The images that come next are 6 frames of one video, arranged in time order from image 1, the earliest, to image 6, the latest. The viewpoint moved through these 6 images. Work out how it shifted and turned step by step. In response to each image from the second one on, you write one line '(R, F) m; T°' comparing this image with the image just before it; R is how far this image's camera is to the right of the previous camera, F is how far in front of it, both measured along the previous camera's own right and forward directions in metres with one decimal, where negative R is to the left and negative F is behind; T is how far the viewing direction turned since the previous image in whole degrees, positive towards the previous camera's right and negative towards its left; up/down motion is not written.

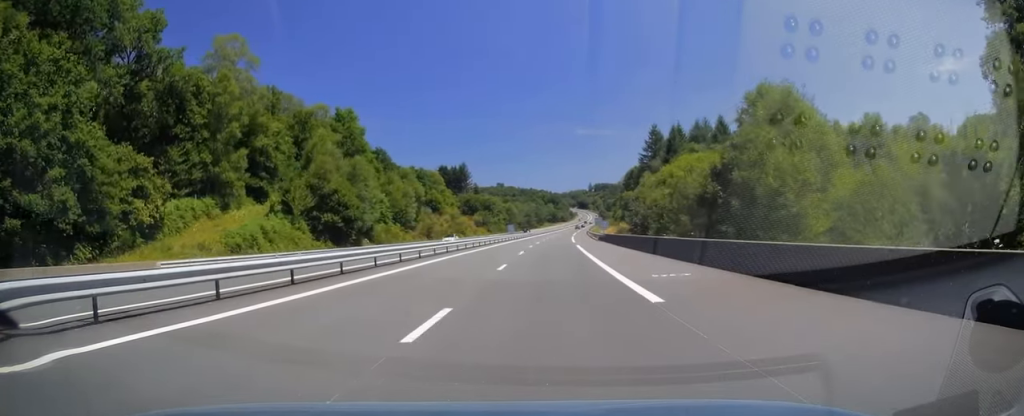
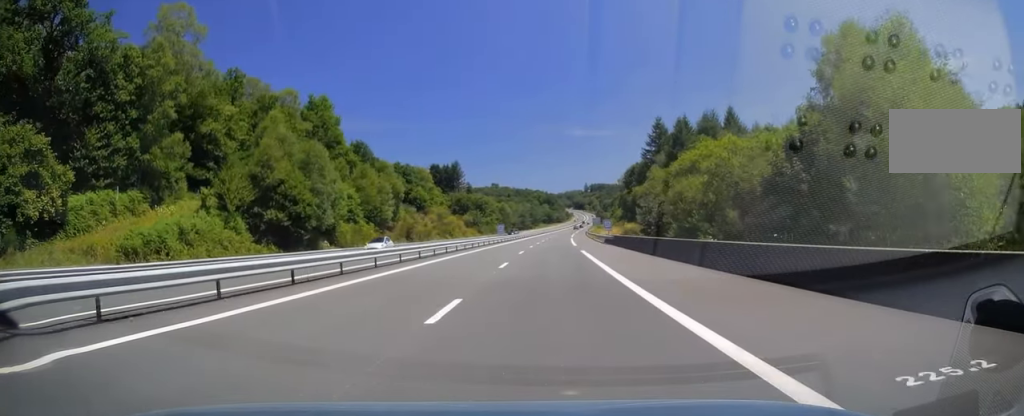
(+0.1, +11.9) m; +1°
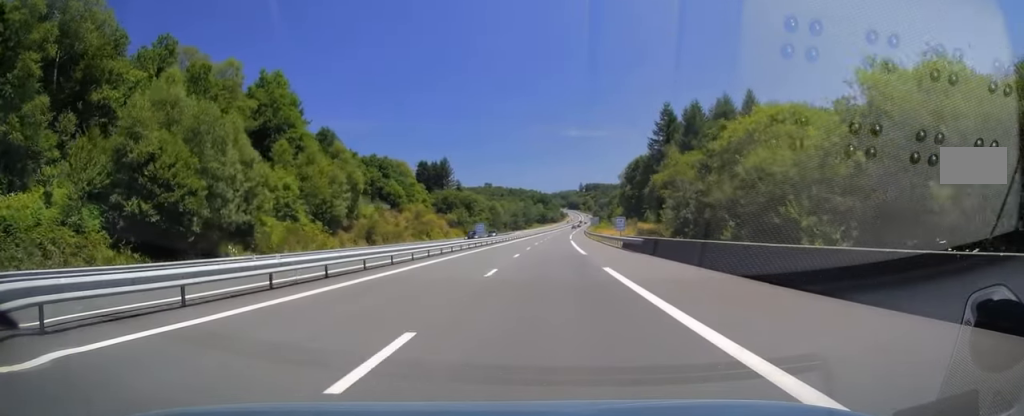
(+0.1, +17.3) m; +1°
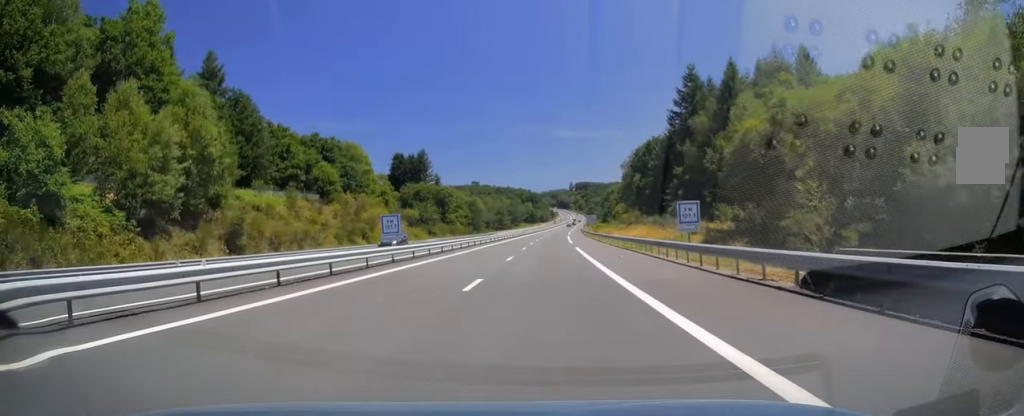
(+0.4, +31.1) m; +1°
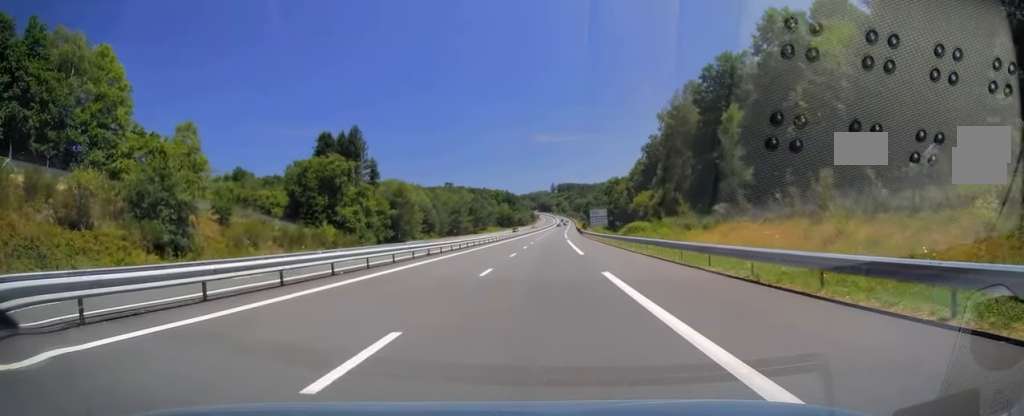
(+1.2, +75.5) m; +2°
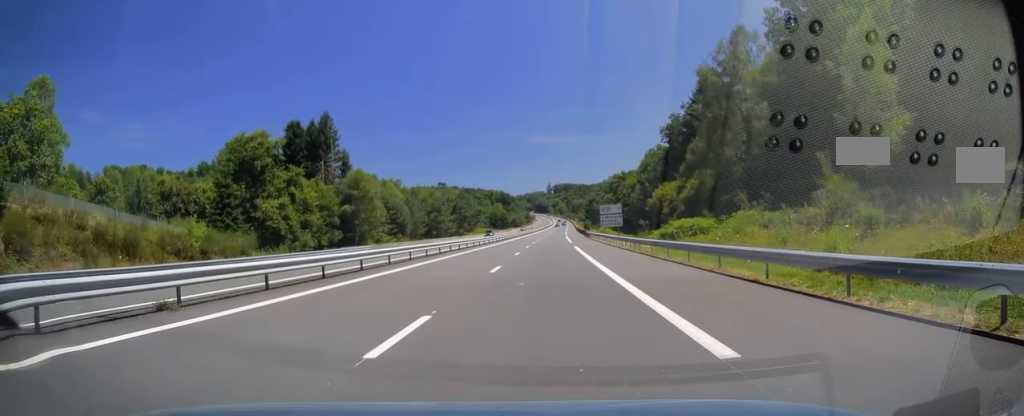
(+0.4, +25.2) m; +1°
